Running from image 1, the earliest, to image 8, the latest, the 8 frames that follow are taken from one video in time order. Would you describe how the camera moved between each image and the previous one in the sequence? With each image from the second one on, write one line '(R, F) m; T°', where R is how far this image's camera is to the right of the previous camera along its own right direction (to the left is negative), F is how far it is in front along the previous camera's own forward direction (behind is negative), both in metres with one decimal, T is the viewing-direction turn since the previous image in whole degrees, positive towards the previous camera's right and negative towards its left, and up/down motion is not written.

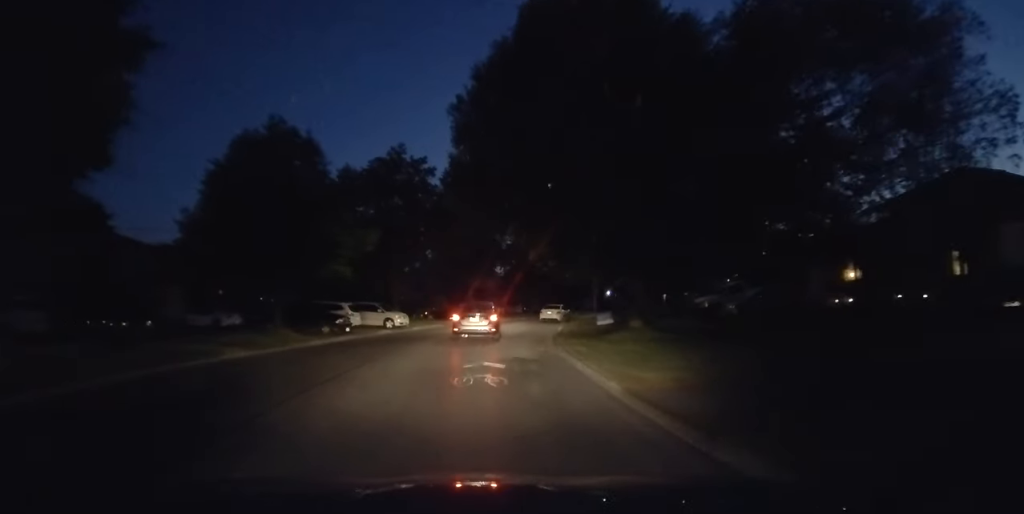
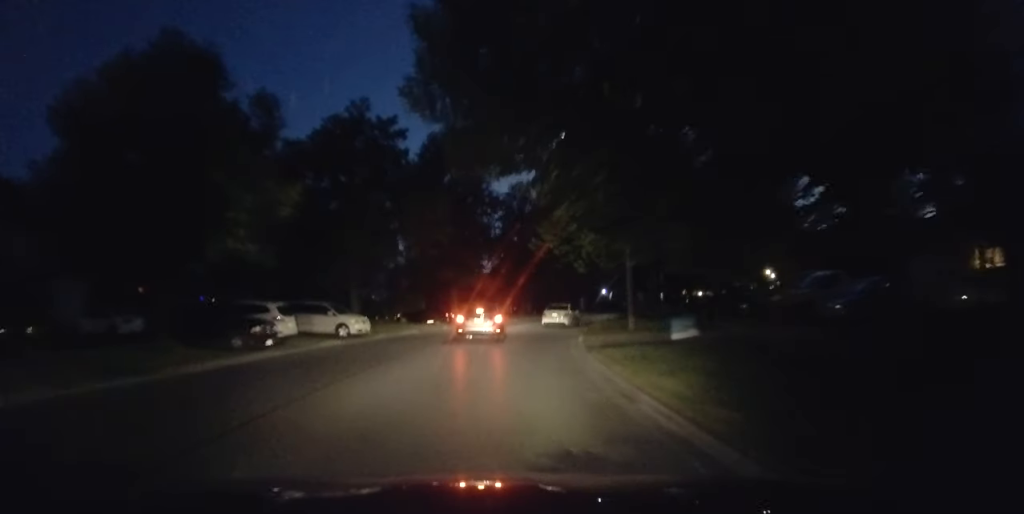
(0.0, +9.6) m; +1°
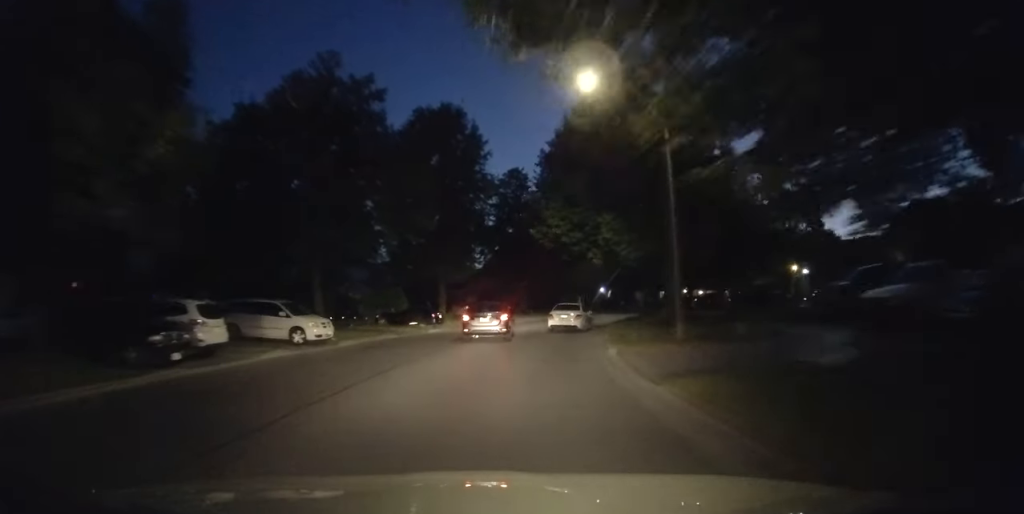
(-0.1, +5.9) m; +1°
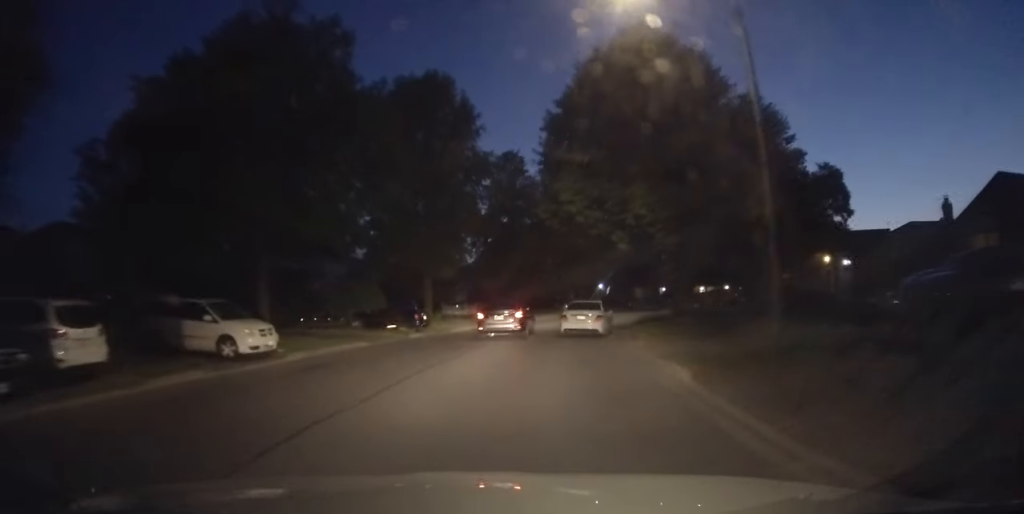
(+0.2, +5.8) m; +4°
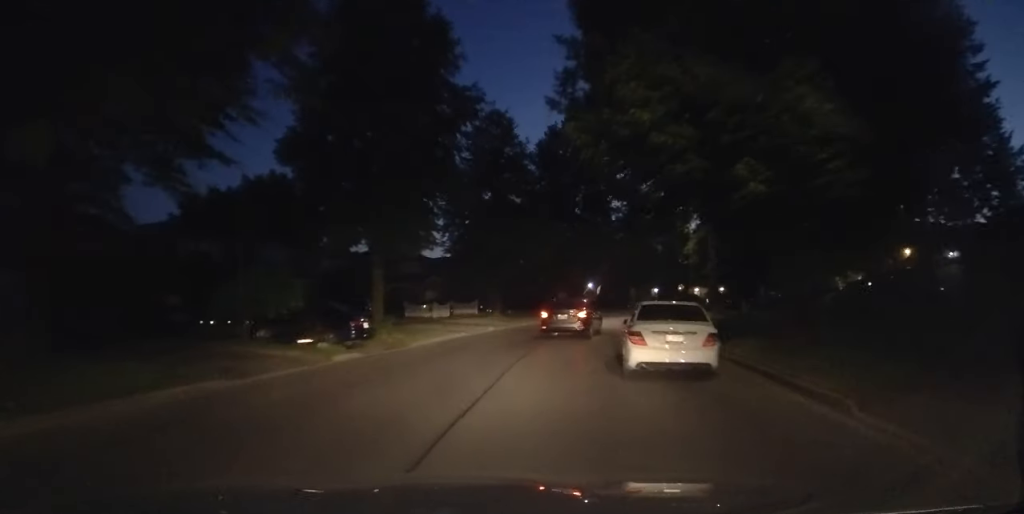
(+0.9, +11.4) m; +7°
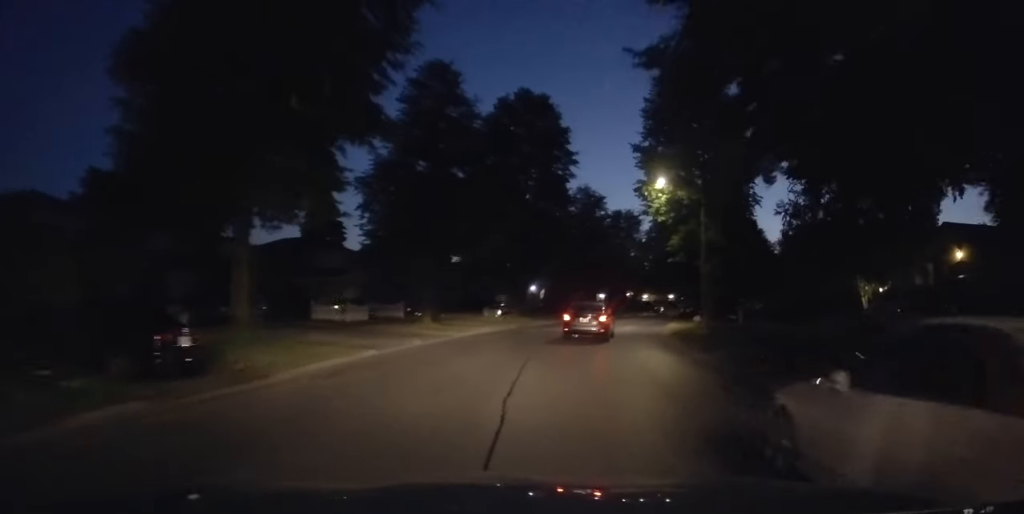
(+0.1, +9.1) m; +2°
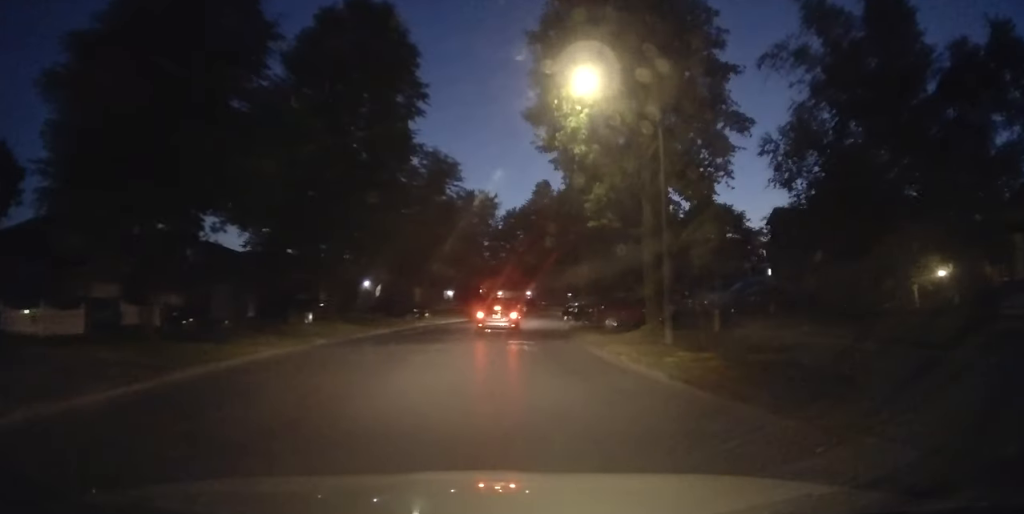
(+2.1, +14.6) m; +21°
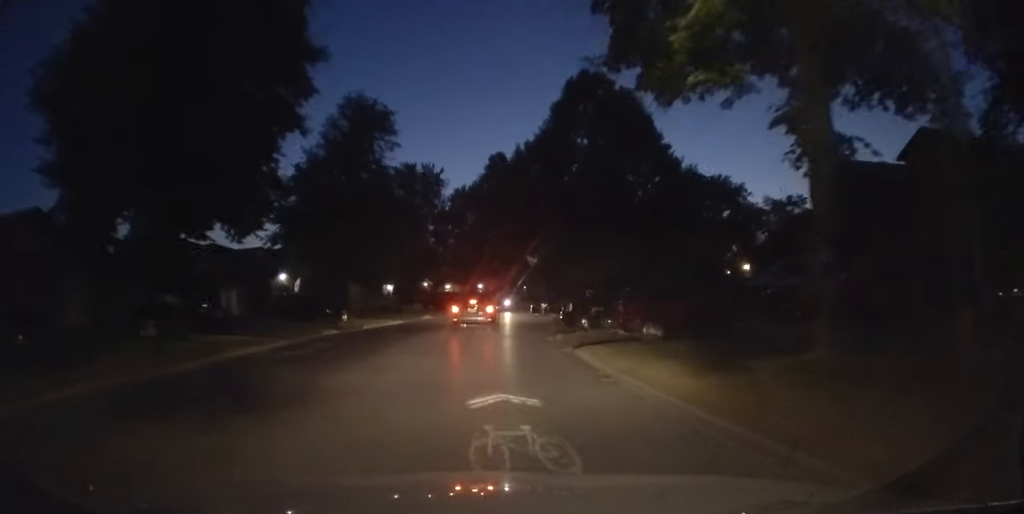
(+1.9, +12.2) m; +12°
